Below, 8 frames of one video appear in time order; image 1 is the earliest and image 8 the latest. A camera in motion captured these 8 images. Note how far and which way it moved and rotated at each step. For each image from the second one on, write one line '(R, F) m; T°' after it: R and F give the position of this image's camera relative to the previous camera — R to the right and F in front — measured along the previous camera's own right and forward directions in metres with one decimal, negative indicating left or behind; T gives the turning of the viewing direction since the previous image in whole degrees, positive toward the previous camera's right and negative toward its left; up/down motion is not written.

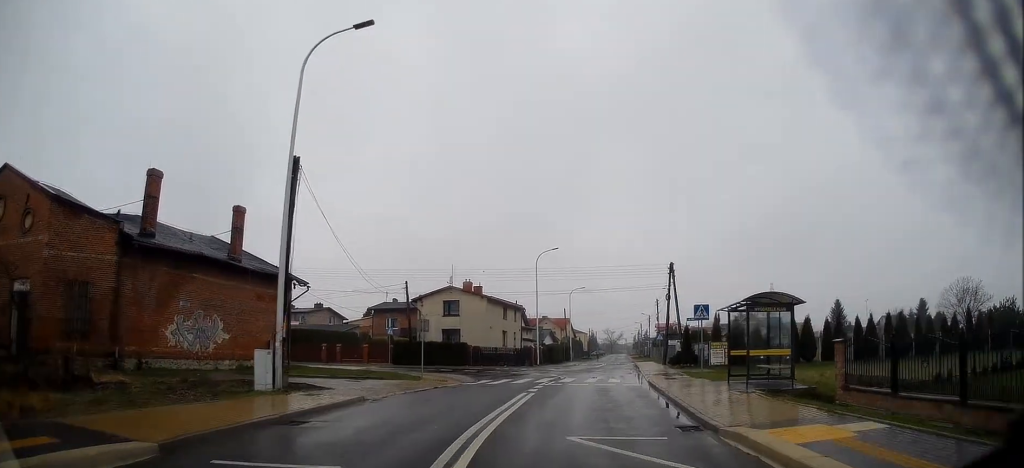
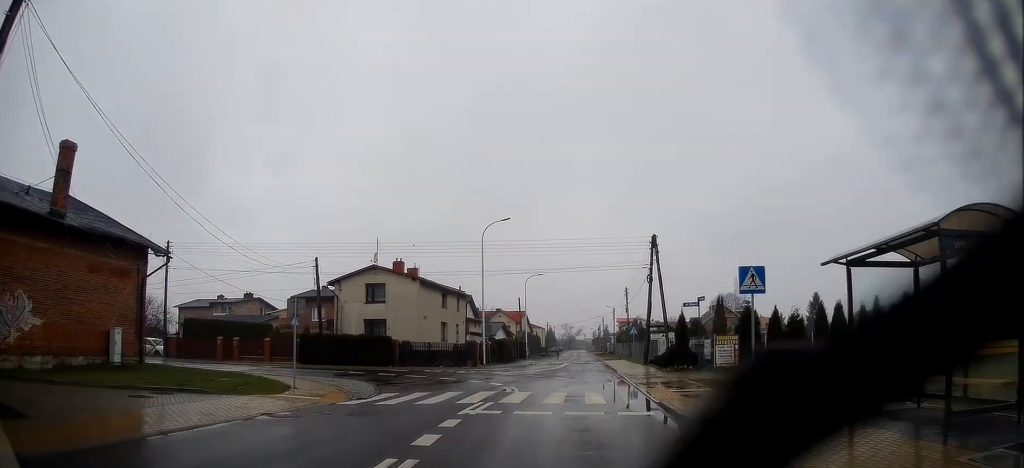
(+0.2, +11.2) m; +7°
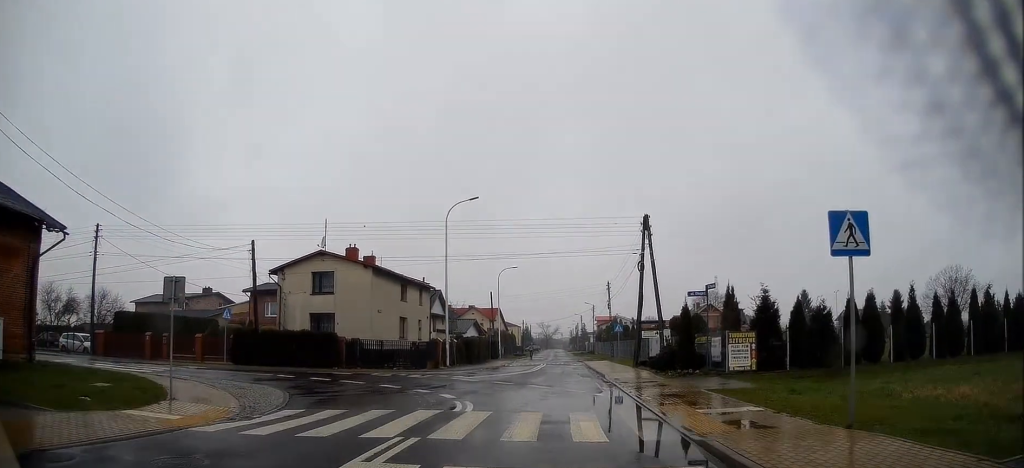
(+0.5, +6.0) m; +6°
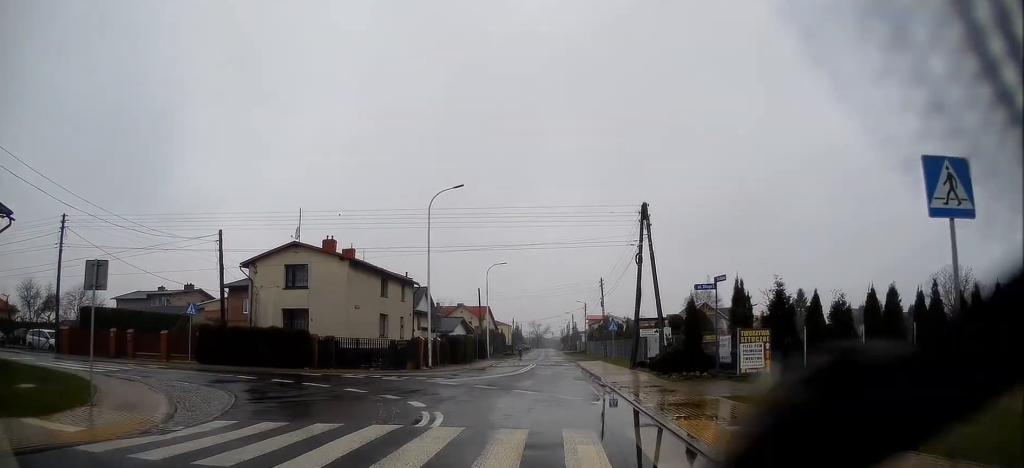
(+0.1, +2.7) m; +1°
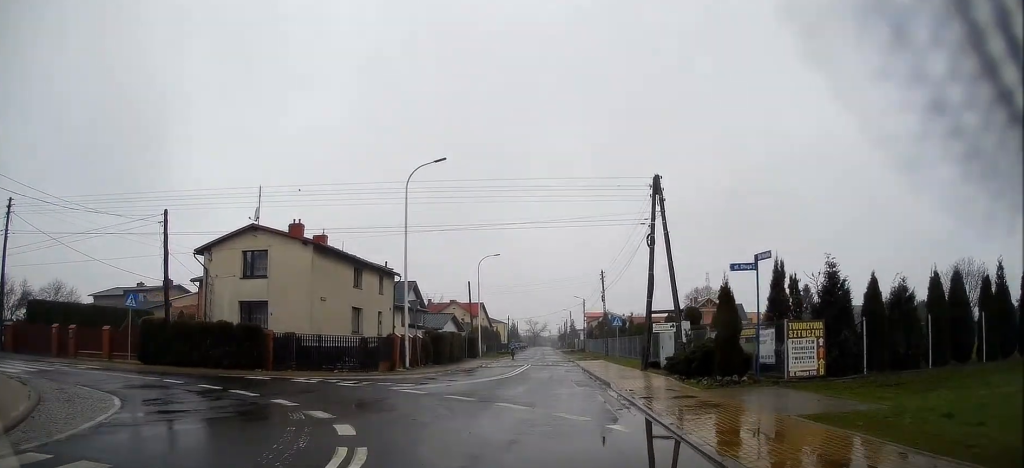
(0.0, +4.7) m; -2°
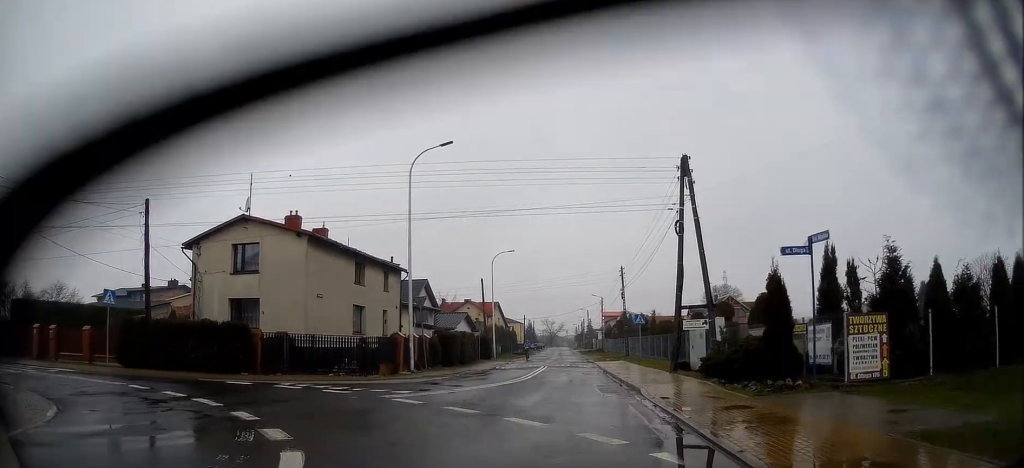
(-0.1, +2.5) m; -4°
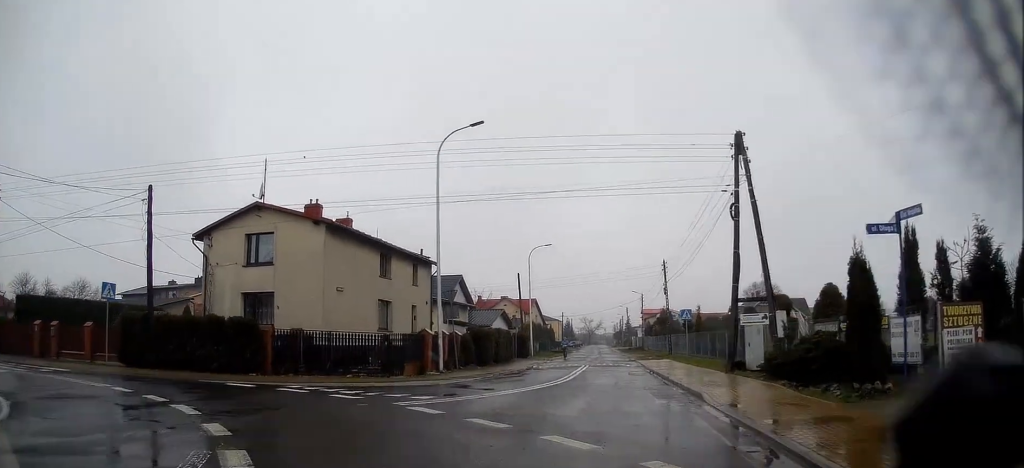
(+0.1, +2.3) m; -3°
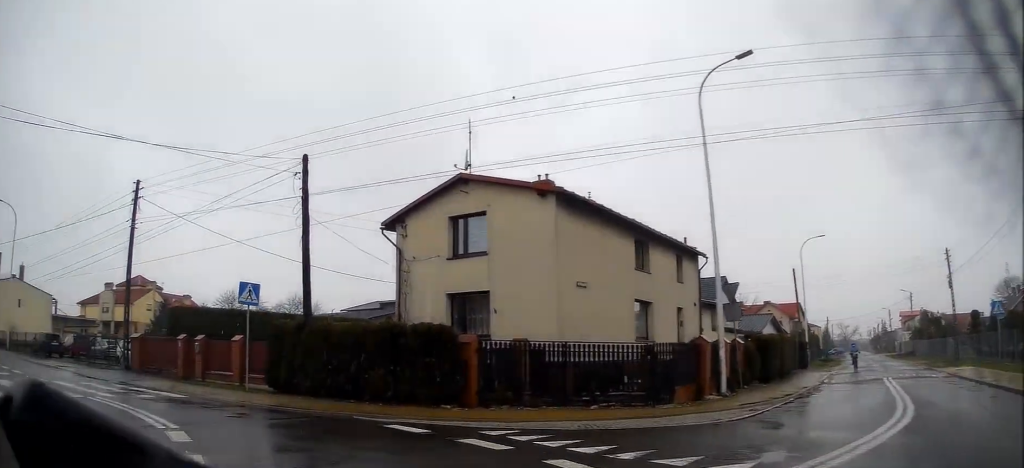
(-1.3, +6.6) m; -29°
